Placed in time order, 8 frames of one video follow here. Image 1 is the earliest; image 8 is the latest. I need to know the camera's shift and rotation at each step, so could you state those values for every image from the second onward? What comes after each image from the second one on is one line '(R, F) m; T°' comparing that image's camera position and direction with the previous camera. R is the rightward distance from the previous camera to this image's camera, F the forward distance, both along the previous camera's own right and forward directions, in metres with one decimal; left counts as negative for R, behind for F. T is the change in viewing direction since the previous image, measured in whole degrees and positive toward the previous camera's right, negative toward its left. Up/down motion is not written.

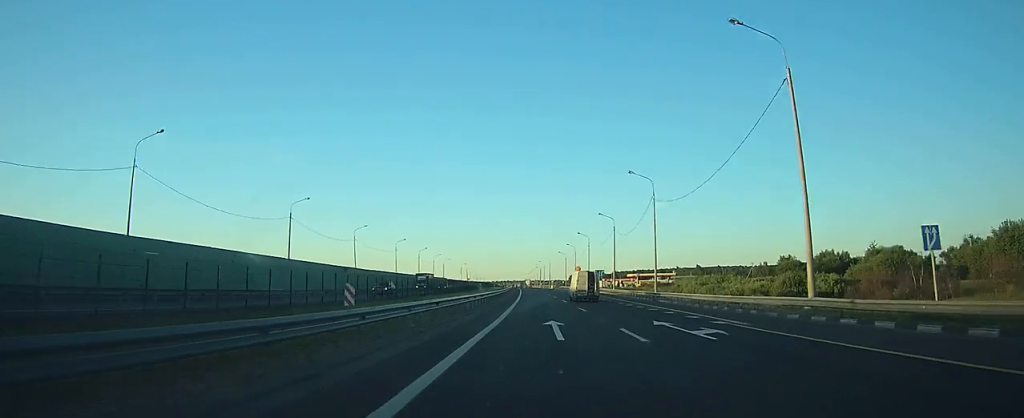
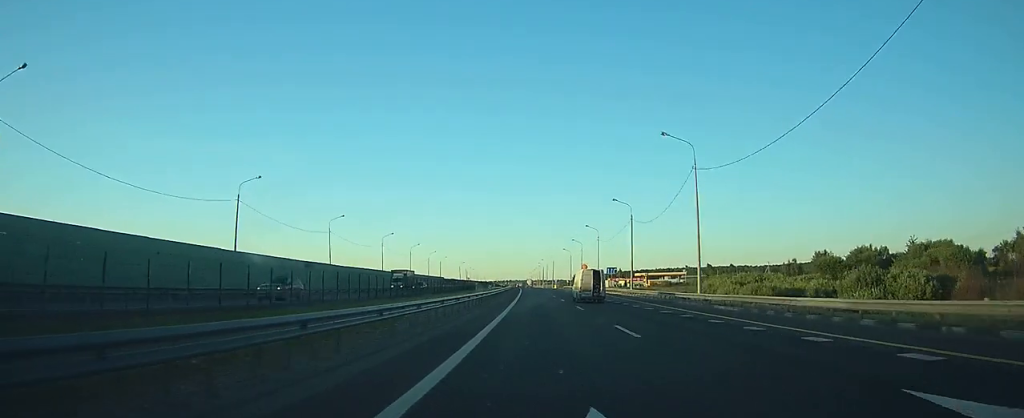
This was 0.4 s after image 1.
(0.0, +15.0) m; 0°
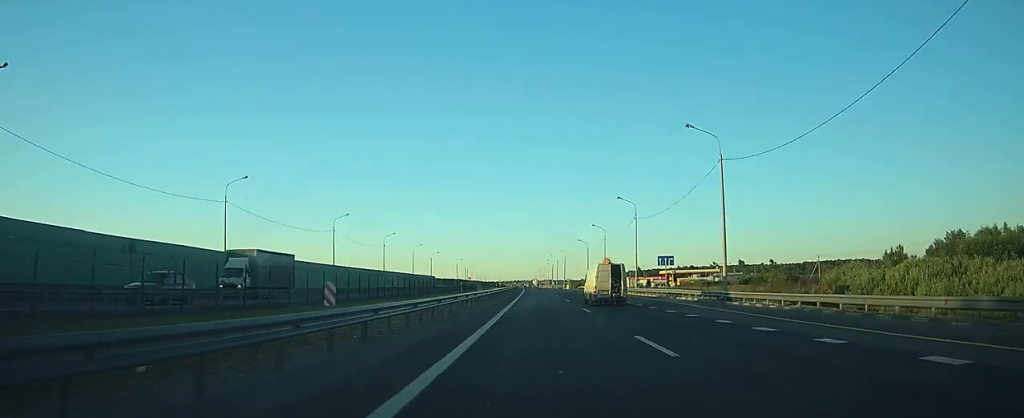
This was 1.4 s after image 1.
(-0.2, +36.0) m; -1°
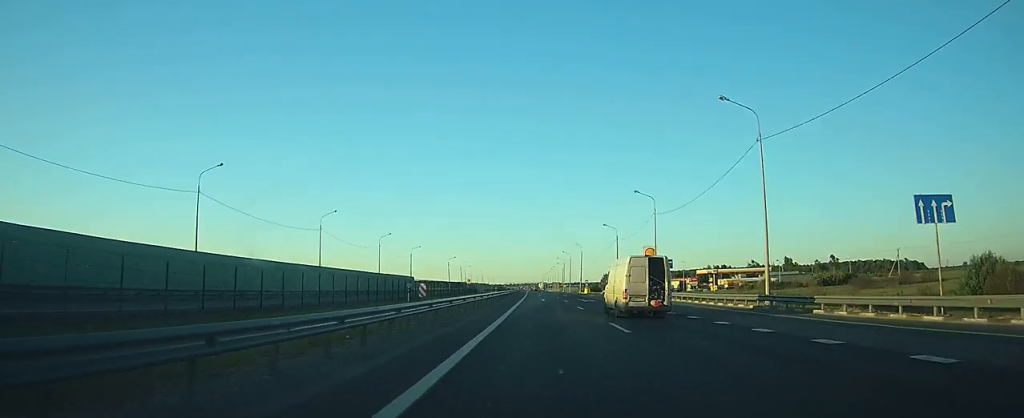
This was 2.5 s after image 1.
(-0.3, +42.2) m; -1°
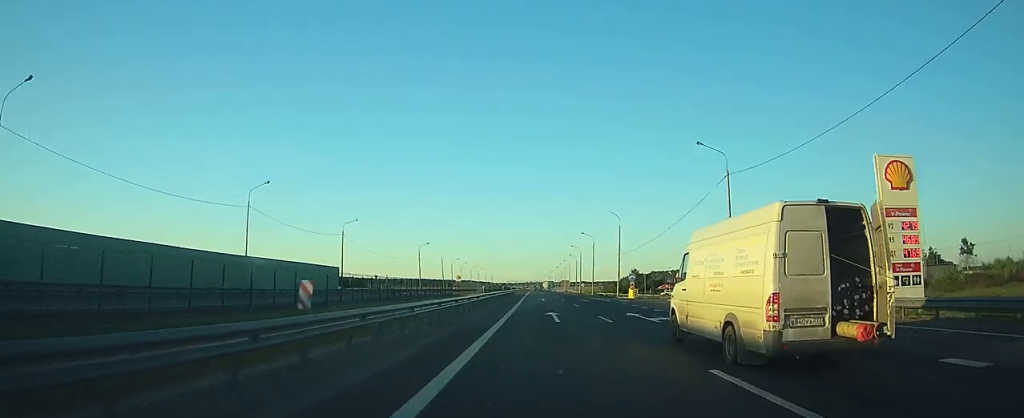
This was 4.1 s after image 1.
(-0.3, +59.3) m; -1°
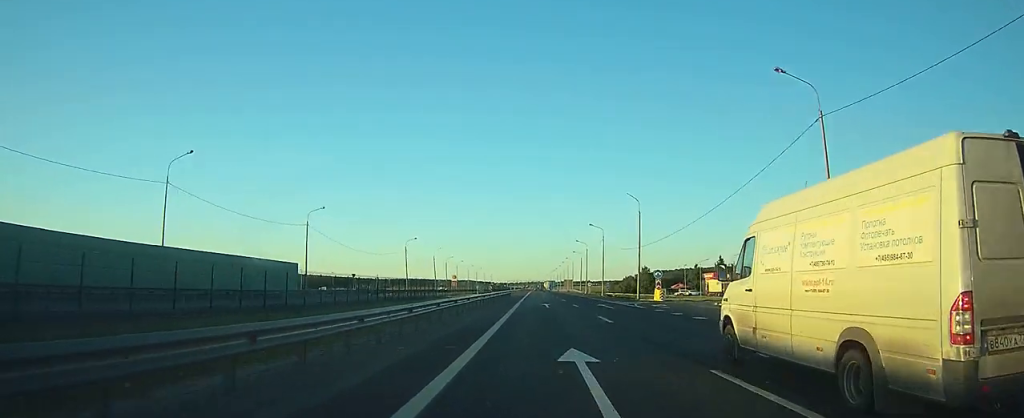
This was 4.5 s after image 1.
(0.0, +16.0) m; 0°
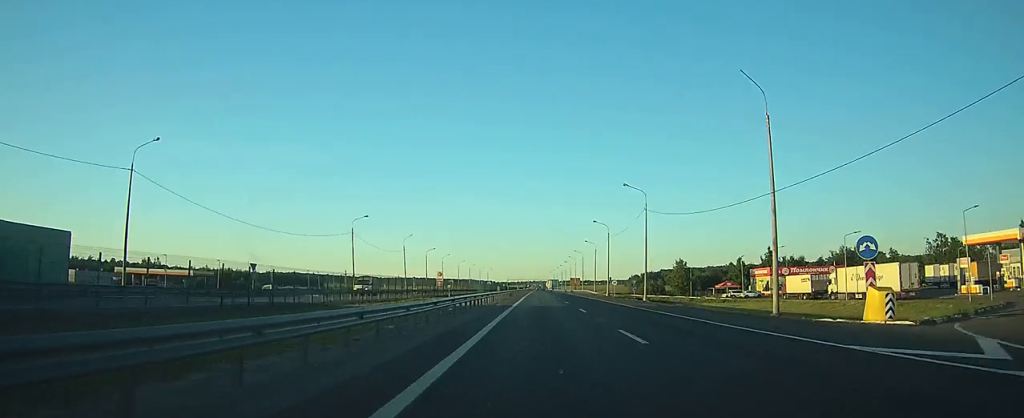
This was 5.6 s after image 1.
(-0.1, +39.4) m; 0°
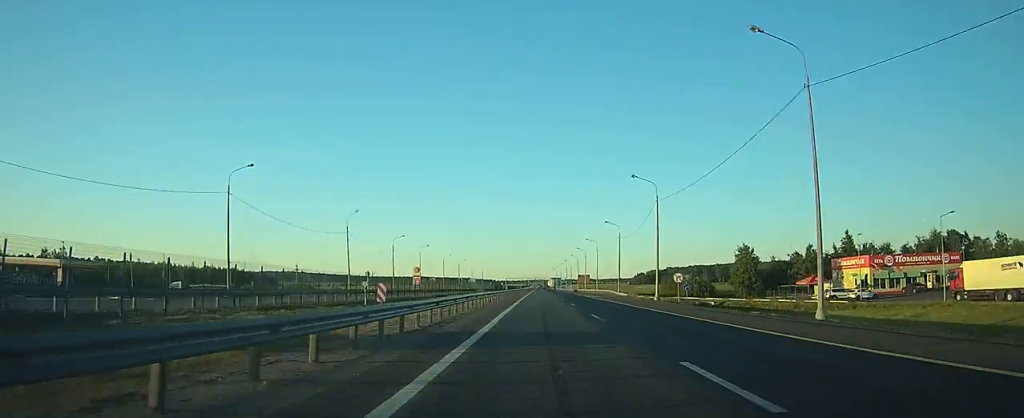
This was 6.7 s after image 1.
(-0.1, +39.4) m; 0°
